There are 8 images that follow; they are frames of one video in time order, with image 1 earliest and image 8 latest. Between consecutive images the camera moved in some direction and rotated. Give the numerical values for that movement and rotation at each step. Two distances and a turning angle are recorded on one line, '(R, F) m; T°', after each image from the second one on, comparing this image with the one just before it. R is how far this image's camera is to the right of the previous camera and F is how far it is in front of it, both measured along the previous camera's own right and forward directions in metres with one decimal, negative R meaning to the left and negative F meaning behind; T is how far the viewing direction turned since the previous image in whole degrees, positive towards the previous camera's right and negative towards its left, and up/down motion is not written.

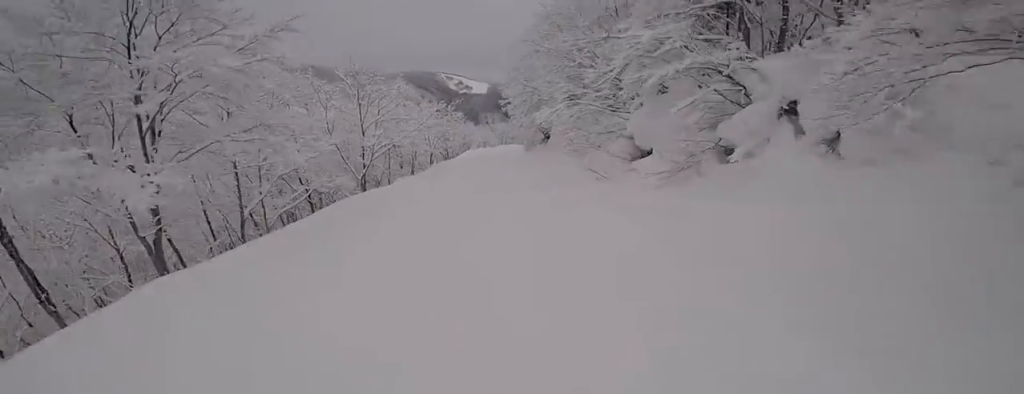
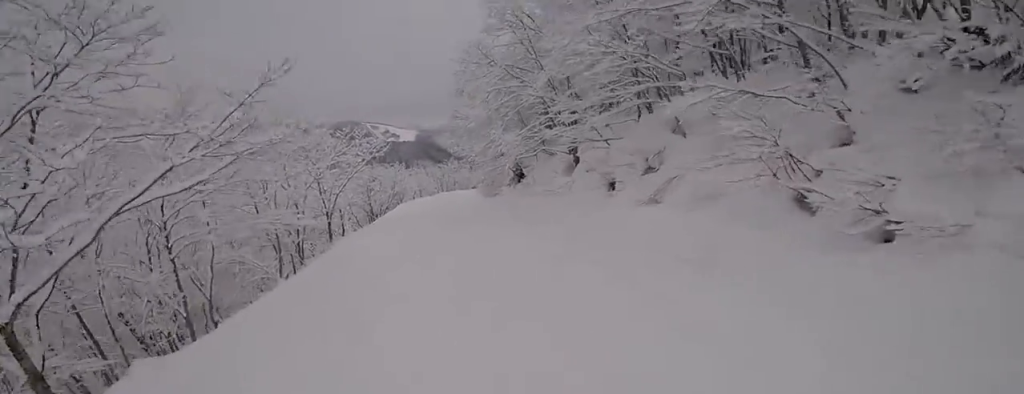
(-0.8, +12.6) m; +1°
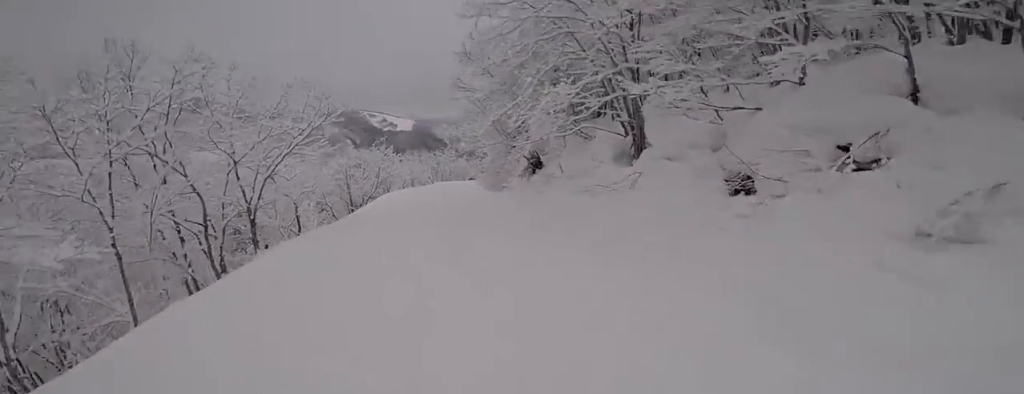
(+0.3, +5.3) m; +1°
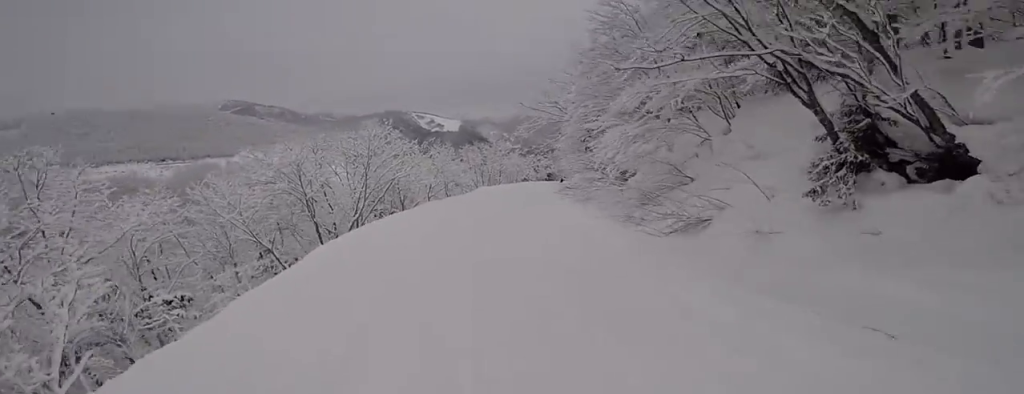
(-0.2, +15.4) m; +1°
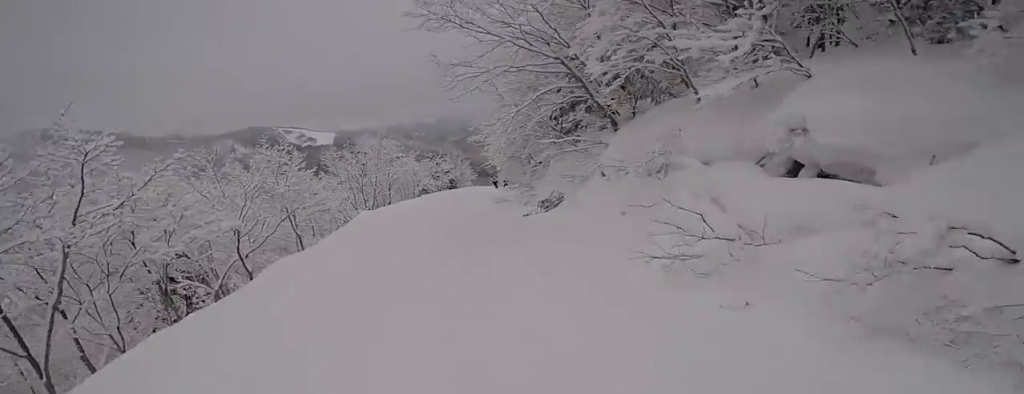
(+0.9, +12.0) m; +4°
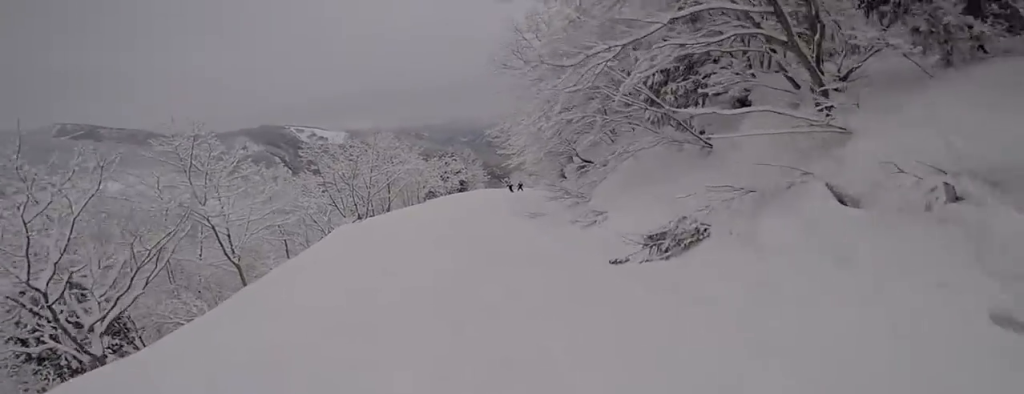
(0.0, +6.0) m; +1°
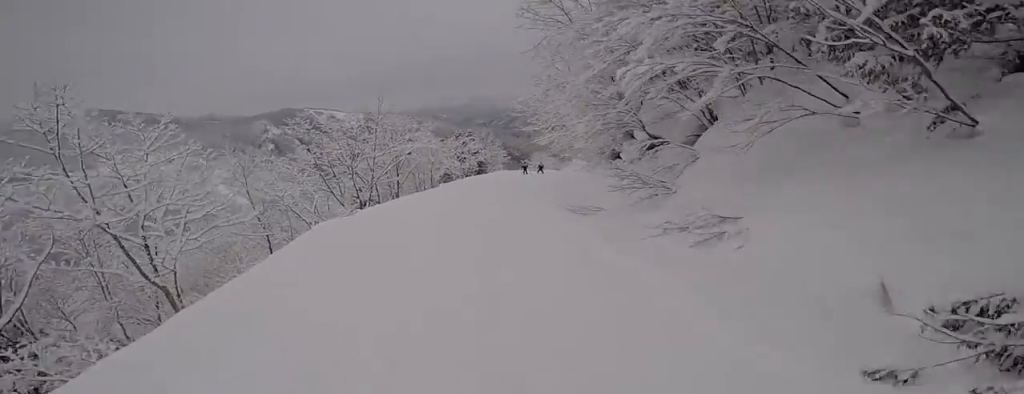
(-0.1, +3.8) m; +3°
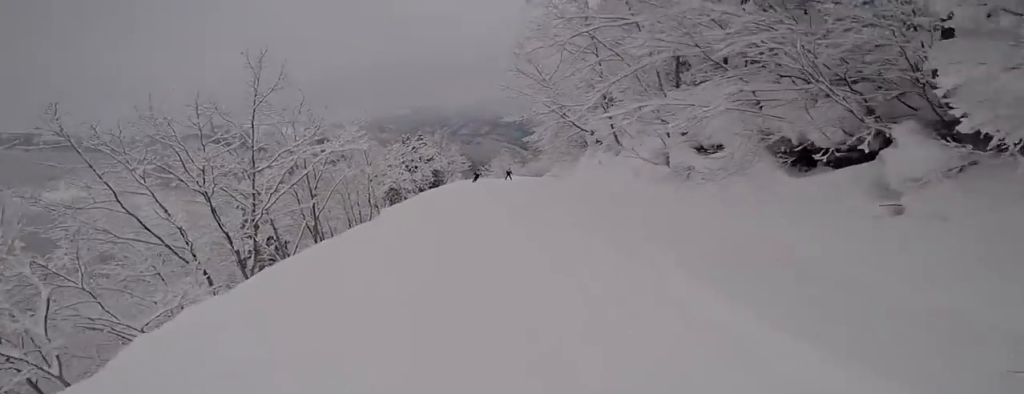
(+0.6, +8.5) m; +8°
